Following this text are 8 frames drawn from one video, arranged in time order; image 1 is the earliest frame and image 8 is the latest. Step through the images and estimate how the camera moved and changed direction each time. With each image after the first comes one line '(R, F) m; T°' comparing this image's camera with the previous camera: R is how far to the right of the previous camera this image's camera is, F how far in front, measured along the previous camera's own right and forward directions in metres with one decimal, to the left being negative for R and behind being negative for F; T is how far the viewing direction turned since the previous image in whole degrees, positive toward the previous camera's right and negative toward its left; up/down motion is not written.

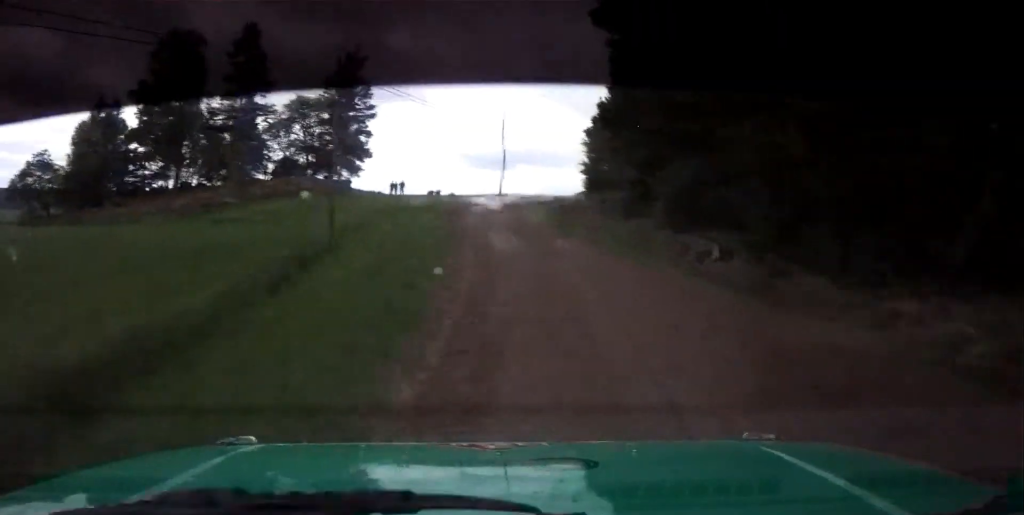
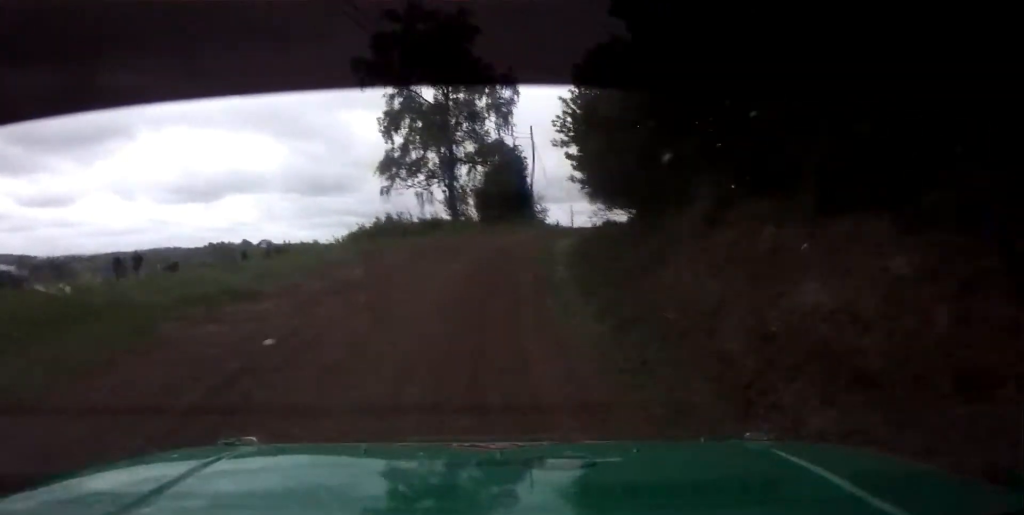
(+1.6, +63.3) m; +12°
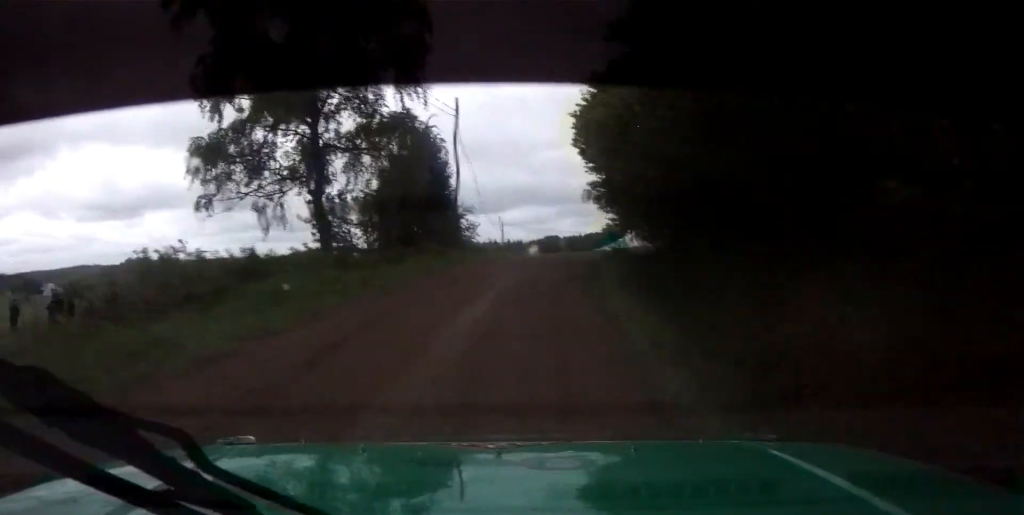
(+1.2, +18.6) m; +8°
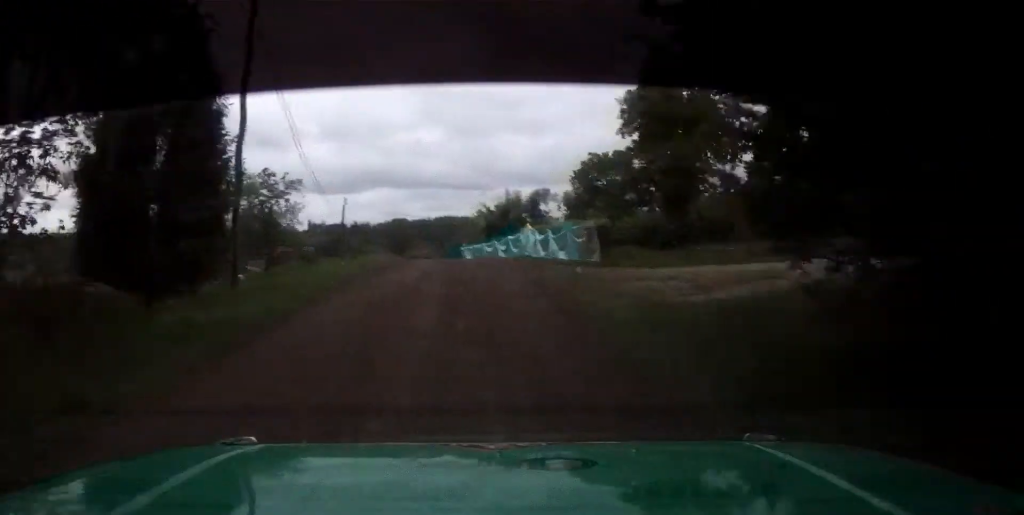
(+1.2, +17.3) m; +6°
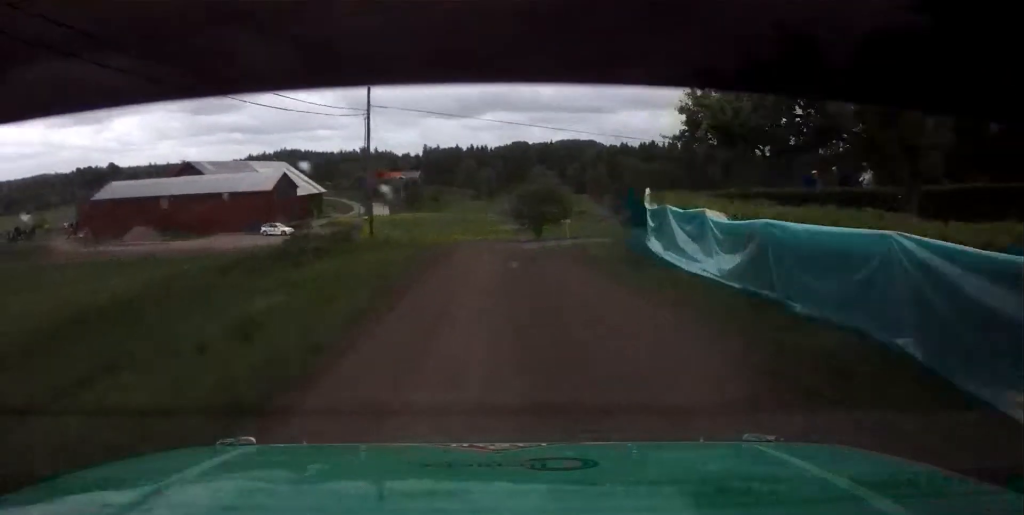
(+0.5, +38.2) m; -1°
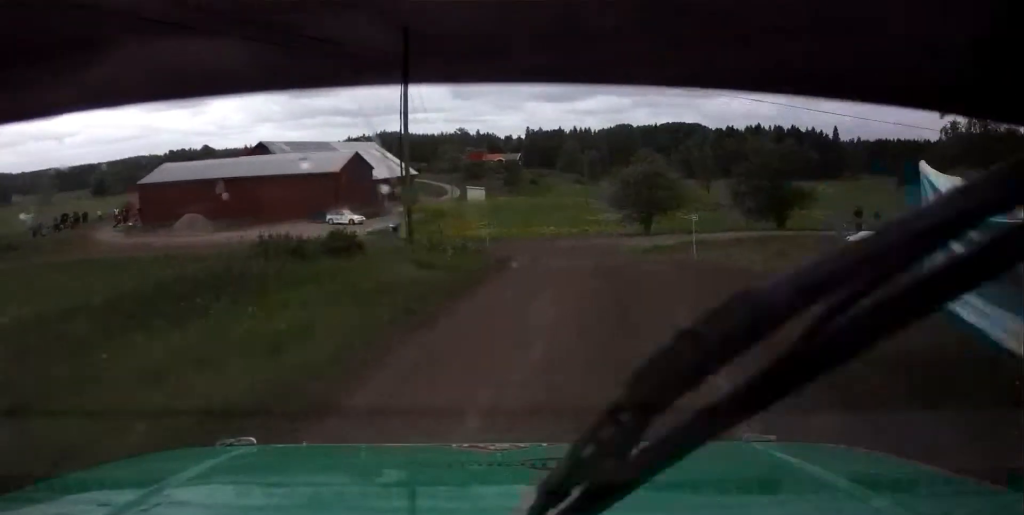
(-0.3, +11.1) m; -1°
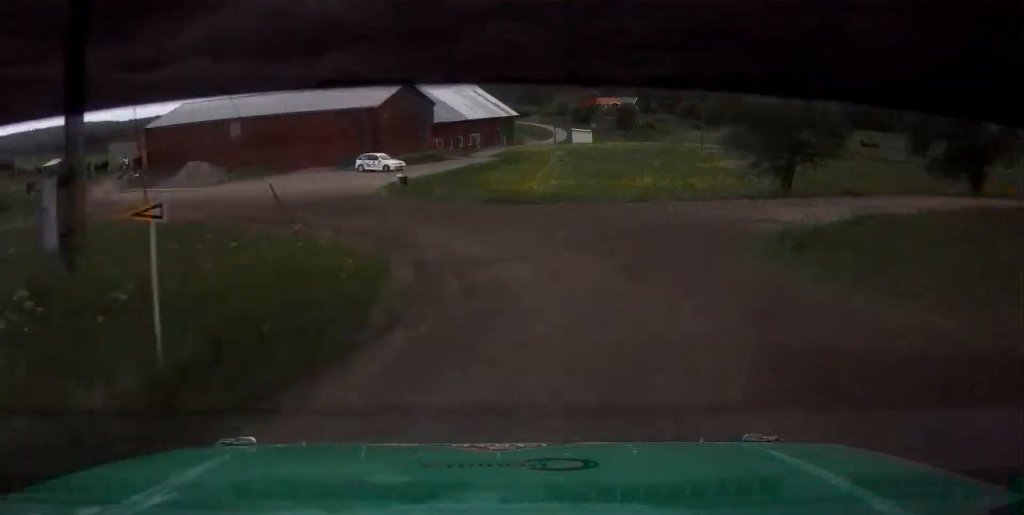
(0.0, +19.5) m; -1°
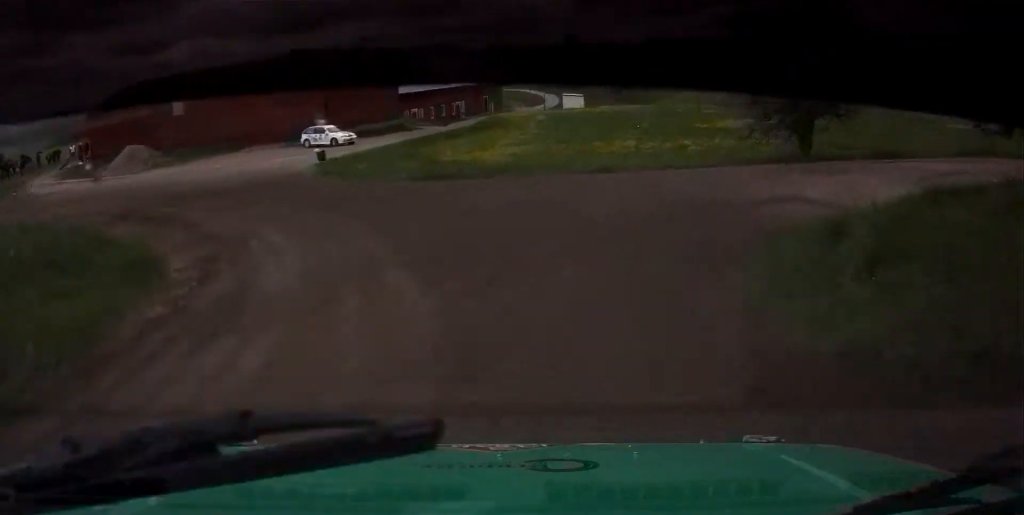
(0.0, +7.8) m; -1°
